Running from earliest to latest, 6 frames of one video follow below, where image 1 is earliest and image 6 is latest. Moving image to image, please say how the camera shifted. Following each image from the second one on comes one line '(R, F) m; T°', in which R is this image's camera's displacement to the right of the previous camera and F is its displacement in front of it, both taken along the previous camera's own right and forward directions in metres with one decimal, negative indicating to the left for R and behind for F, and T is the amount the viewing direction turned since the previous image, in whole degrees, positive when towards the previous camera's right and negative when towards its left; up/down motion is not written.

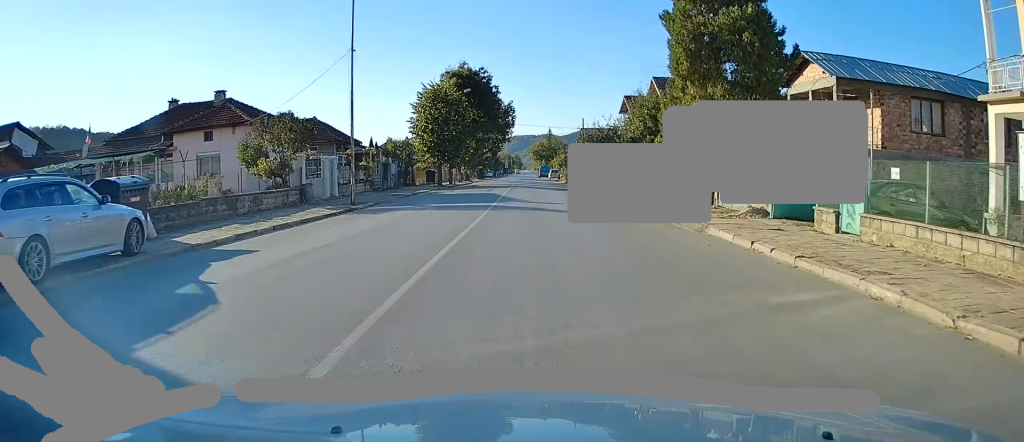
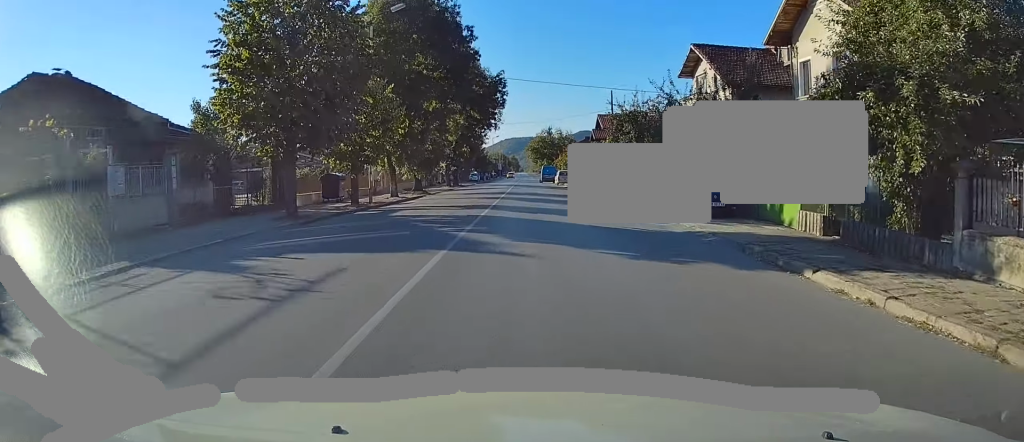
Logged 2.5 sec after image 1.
(+0.1, +32.1) m; -1°
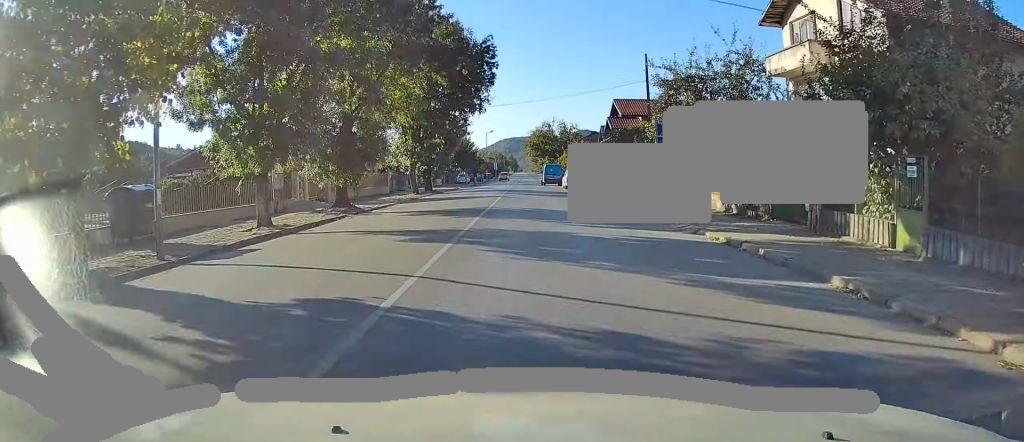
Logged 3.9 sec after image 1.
(0.0, +17.3) m; 0°
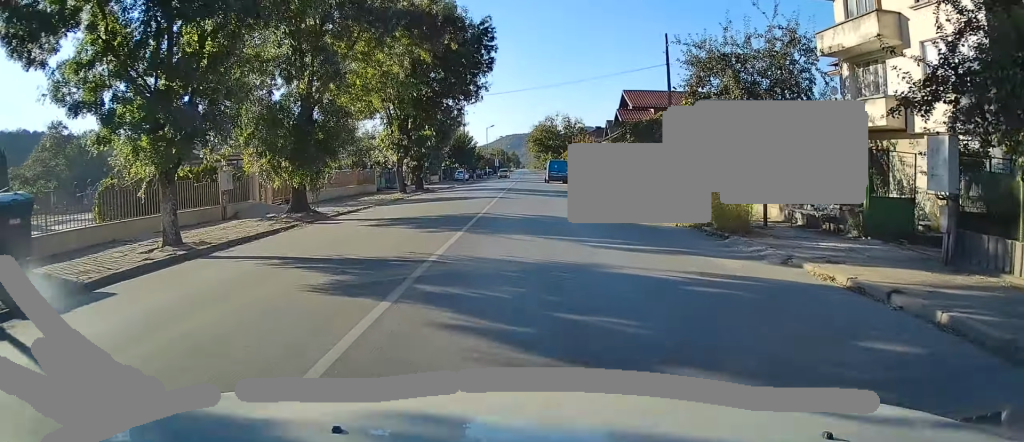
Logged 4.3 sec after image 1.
(0.0, +5.1) m; 0°
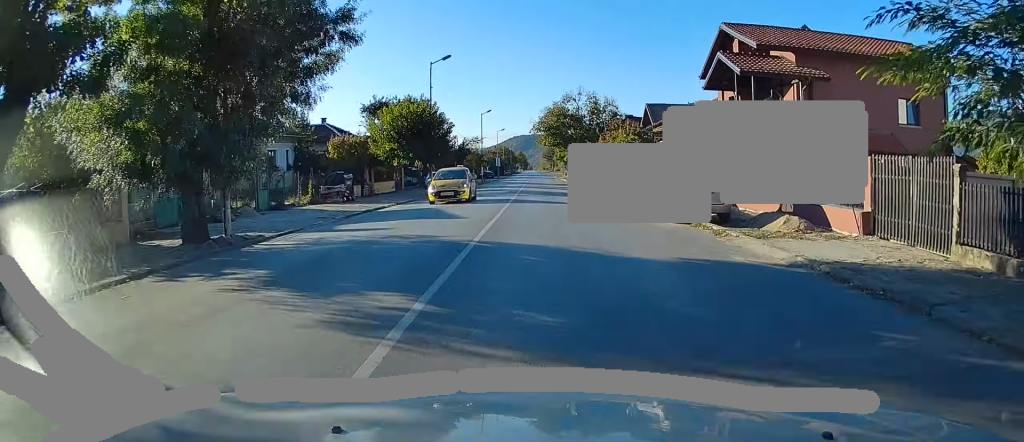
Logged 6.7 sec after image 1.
(0.0, +30.6) m; 0°
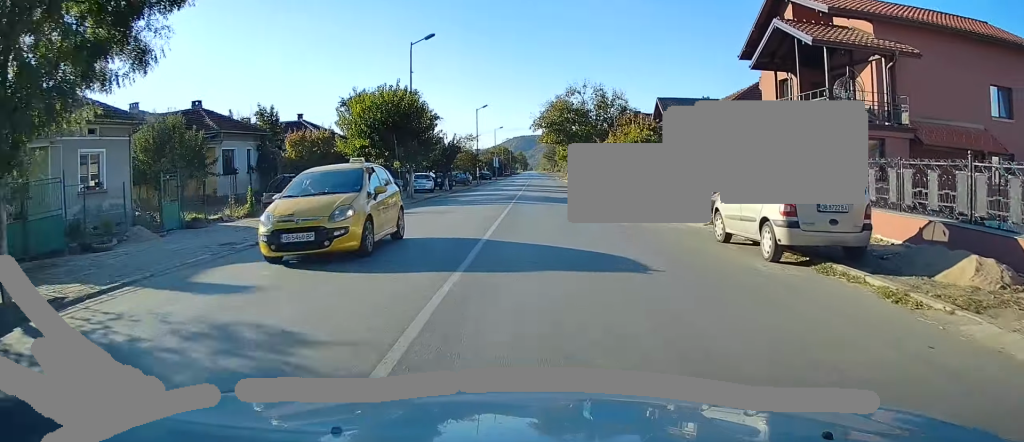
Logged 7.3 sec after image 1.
(0.0, +7.2) m; 0°
